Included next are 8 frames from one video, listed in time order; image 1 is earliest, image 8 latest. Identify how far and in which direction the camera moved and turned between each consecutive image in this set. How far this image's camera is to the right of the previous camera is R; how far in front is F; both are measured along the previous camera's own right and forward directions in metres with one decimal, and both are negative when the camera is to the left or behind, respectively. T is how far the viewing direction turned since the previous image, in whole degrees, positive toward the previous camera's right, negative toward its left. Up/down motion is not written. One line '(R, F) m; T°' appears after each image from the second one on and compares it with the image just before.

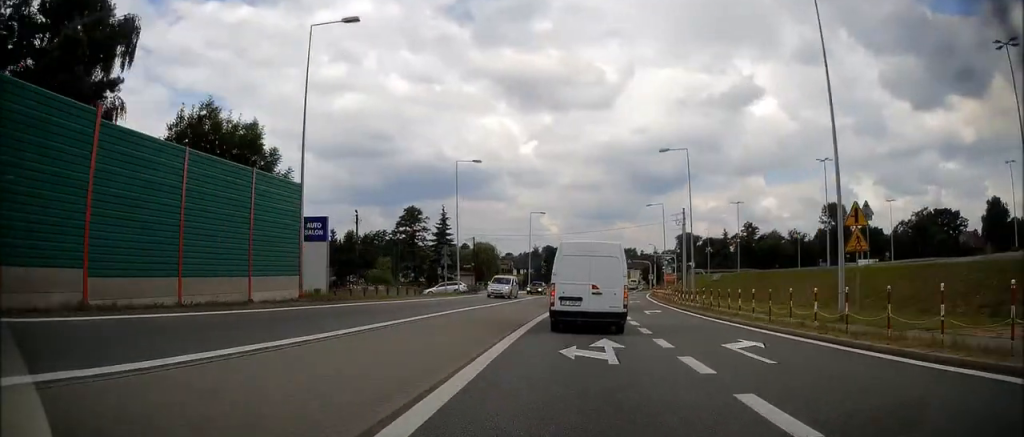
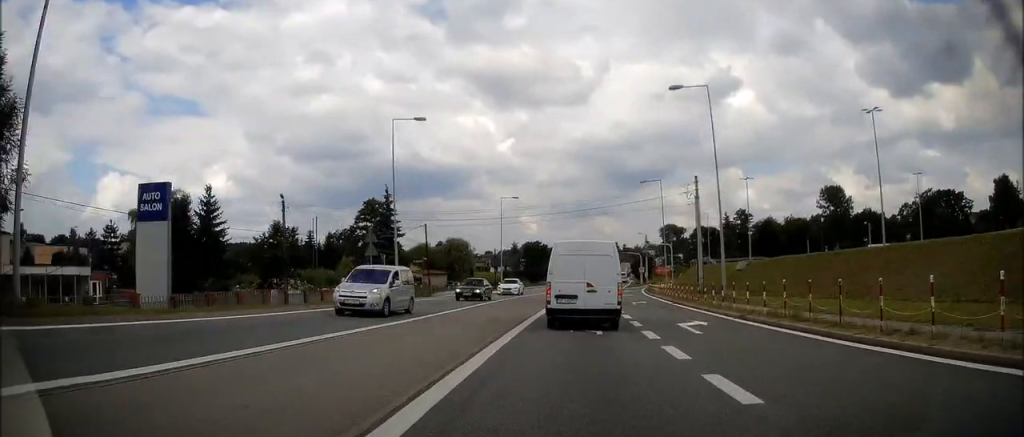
(+0.4, +14.5) m; +2°
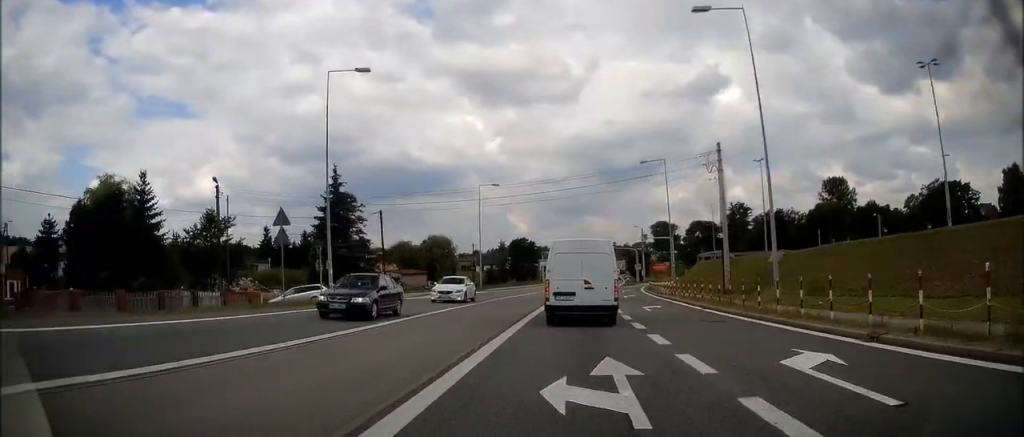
(0.0, +9.6) m; +1°
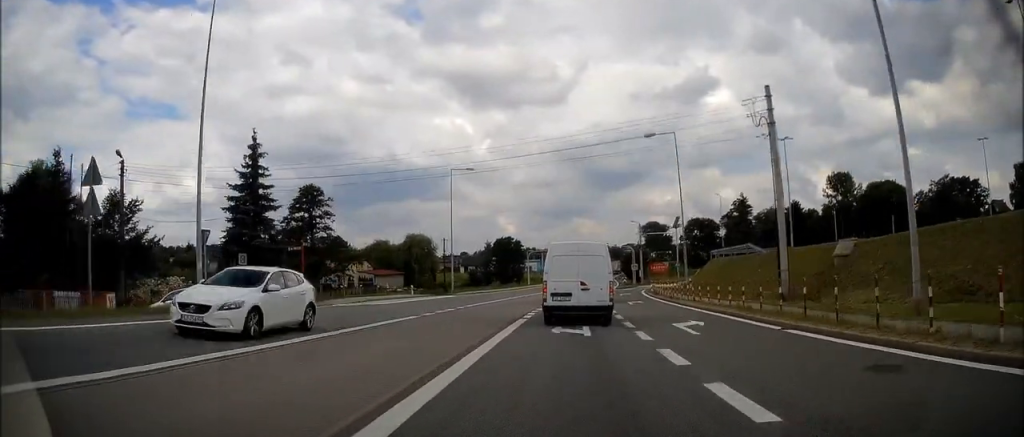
(+0.1, +11.0) m; +1°
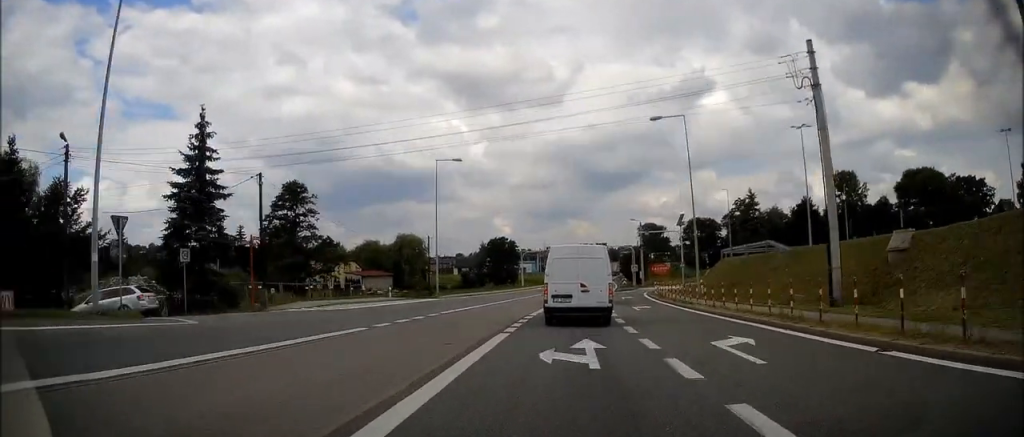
(0.0, +5.3) m; +1°
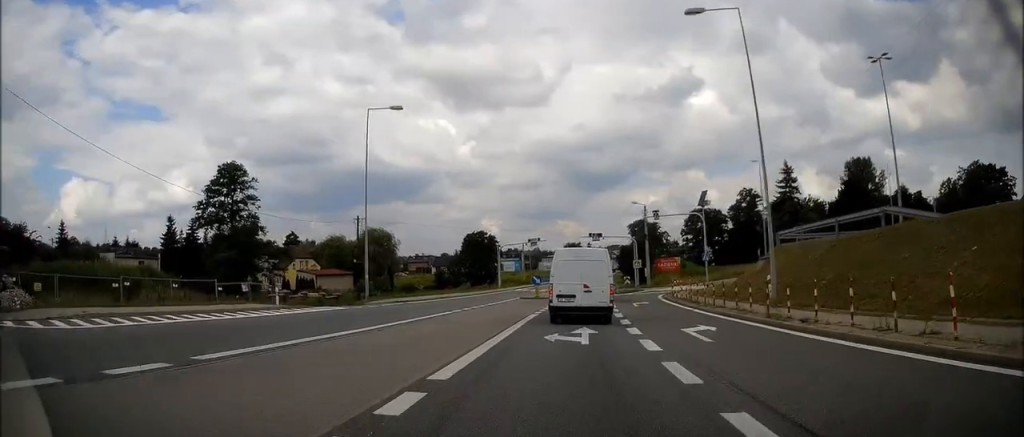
(+0.3, +16.6) m; +1°
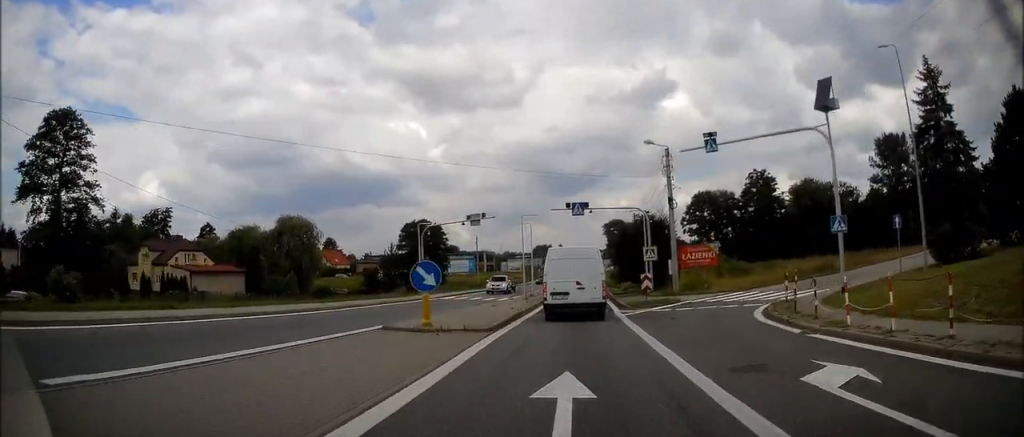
(+0.3, +29.0) m; +2°
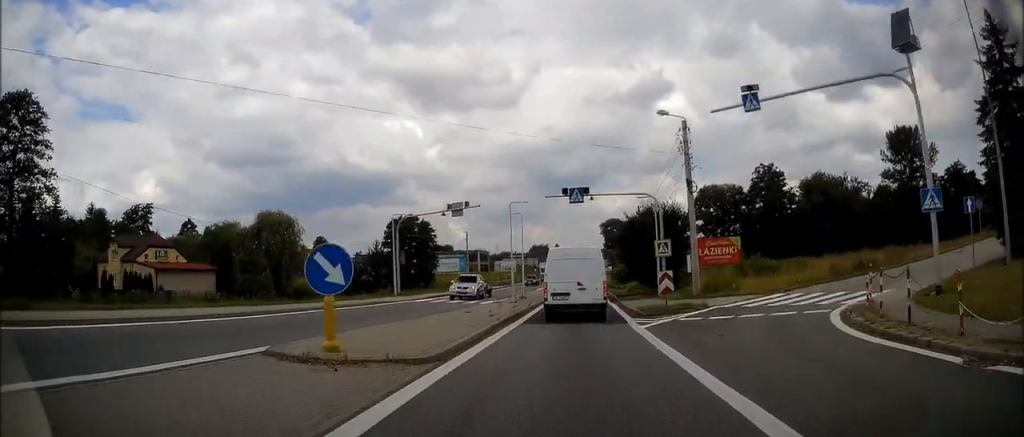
(0.0, +6.3) m; +1°
